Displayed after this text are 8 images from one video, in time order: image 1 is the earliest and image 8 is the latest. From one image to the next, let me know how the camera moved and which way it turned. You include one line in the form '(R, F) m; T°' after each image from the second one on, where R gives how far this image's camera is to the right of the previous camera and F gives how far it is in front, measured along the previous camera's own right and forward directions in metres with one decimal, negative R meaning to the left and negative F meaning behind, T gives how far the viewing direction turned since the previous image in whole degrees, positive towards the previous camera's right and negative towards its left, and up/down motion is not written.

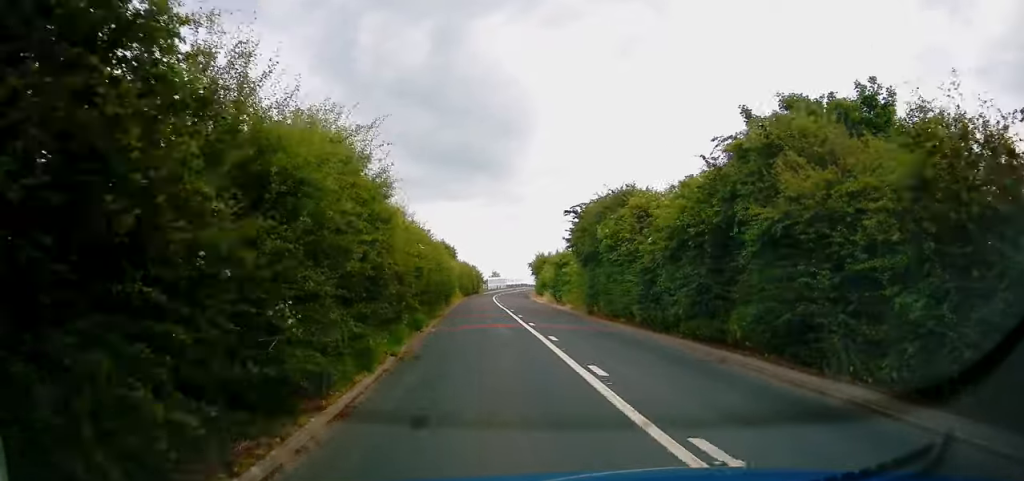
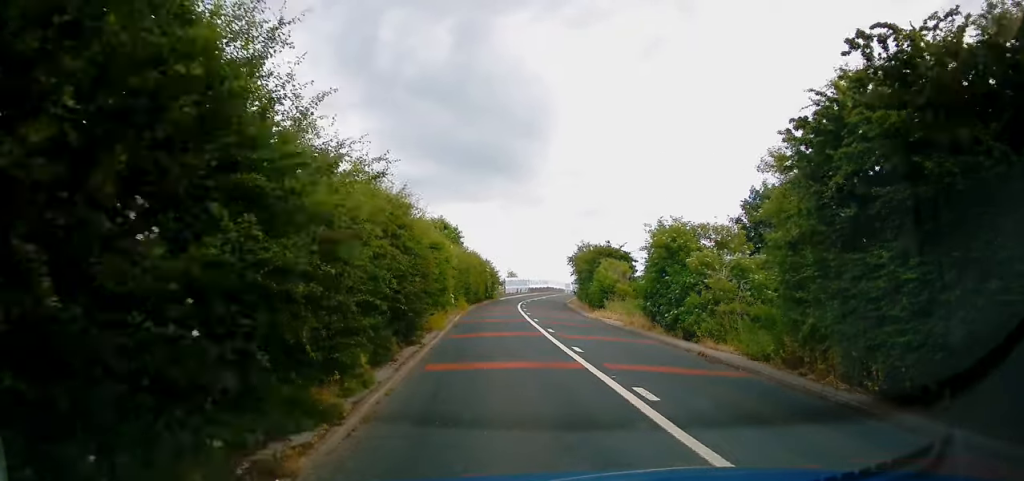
(-0.7, +24.8) m; -1°
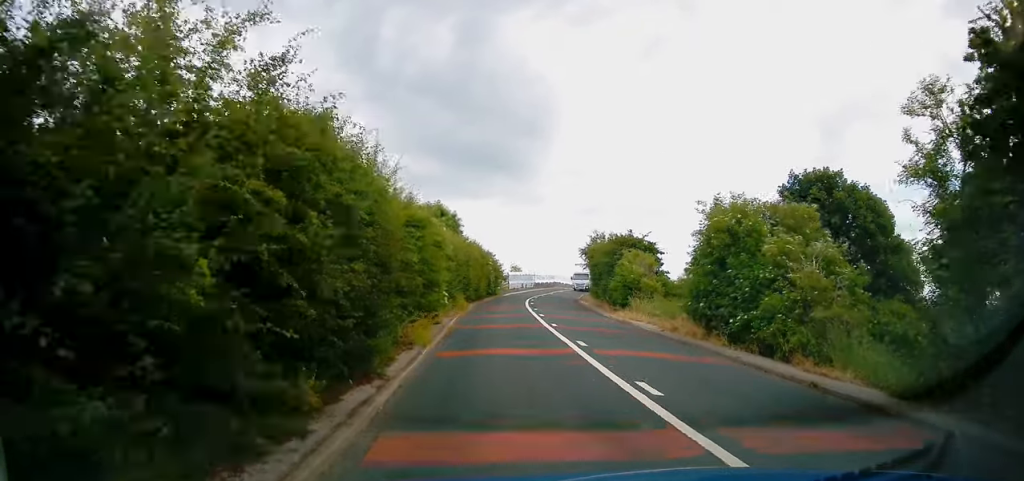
(0.0, +5.6) m; 0°
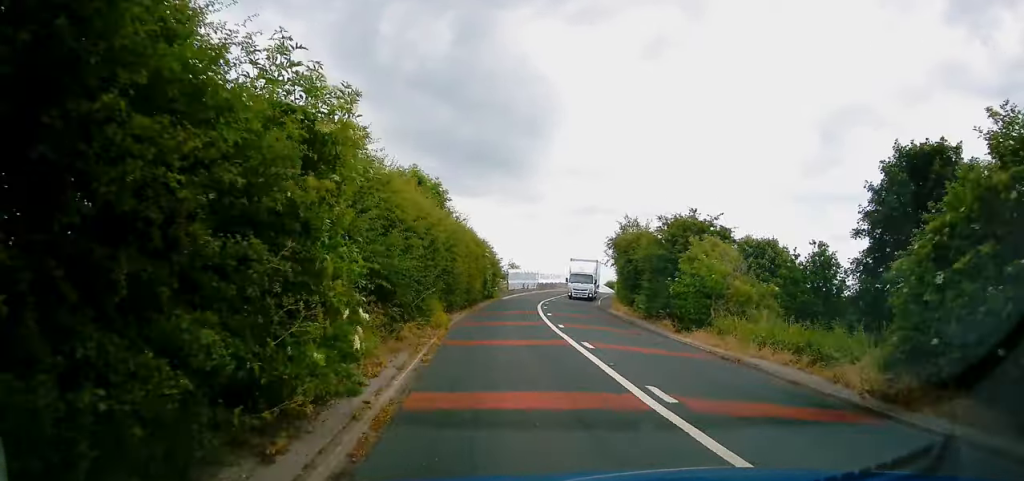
(0.0, +11.9) m; 0°
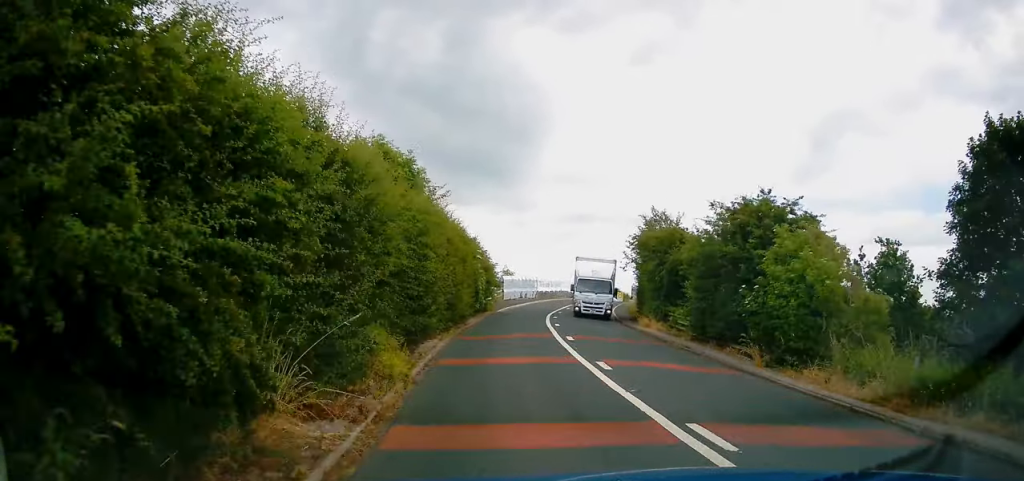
(0.0, +7.3) m; +1°
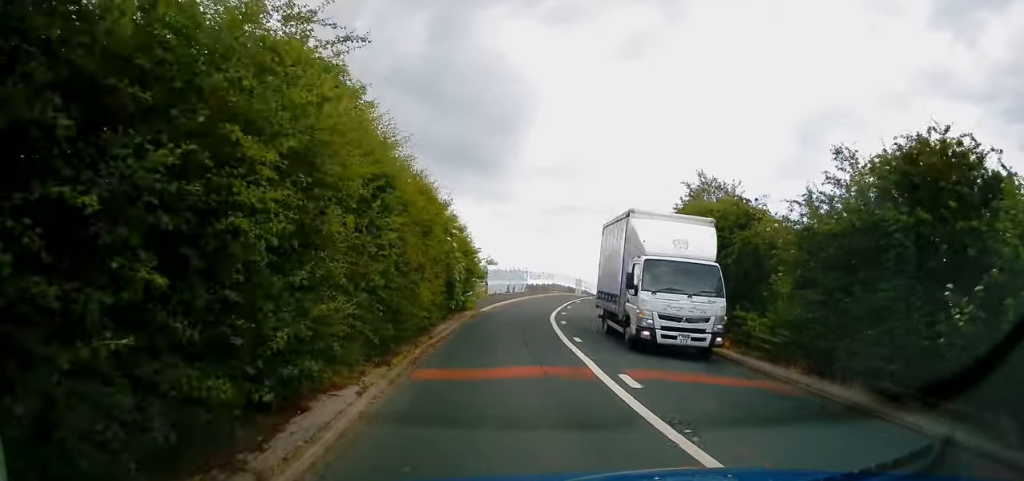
(+0.2, +8.6) m; +3°
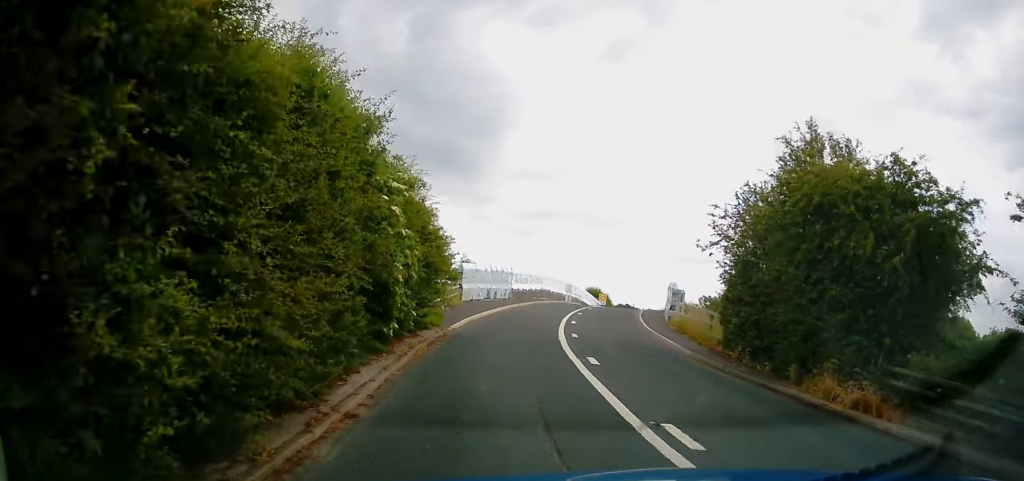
(+0.2, +8.9) m; +4°
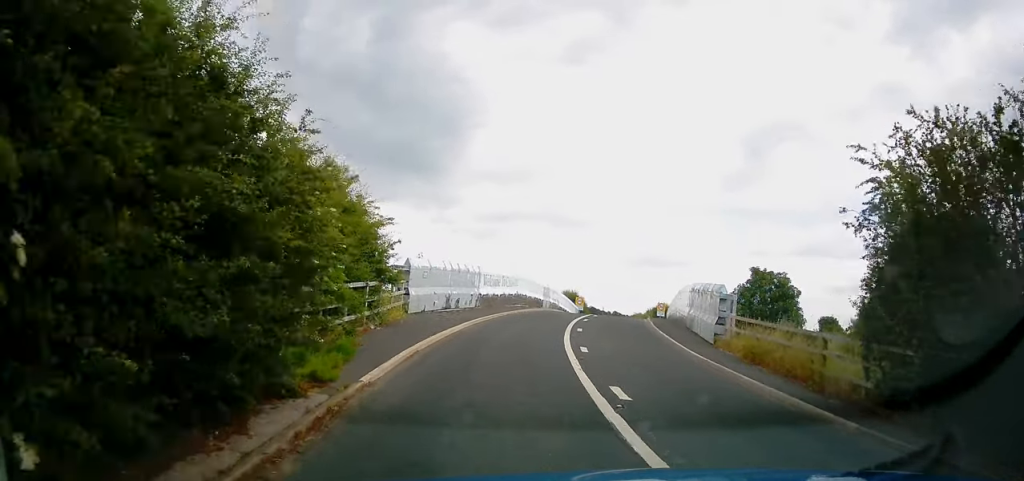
(+0.5, +8.7) m; +3°
